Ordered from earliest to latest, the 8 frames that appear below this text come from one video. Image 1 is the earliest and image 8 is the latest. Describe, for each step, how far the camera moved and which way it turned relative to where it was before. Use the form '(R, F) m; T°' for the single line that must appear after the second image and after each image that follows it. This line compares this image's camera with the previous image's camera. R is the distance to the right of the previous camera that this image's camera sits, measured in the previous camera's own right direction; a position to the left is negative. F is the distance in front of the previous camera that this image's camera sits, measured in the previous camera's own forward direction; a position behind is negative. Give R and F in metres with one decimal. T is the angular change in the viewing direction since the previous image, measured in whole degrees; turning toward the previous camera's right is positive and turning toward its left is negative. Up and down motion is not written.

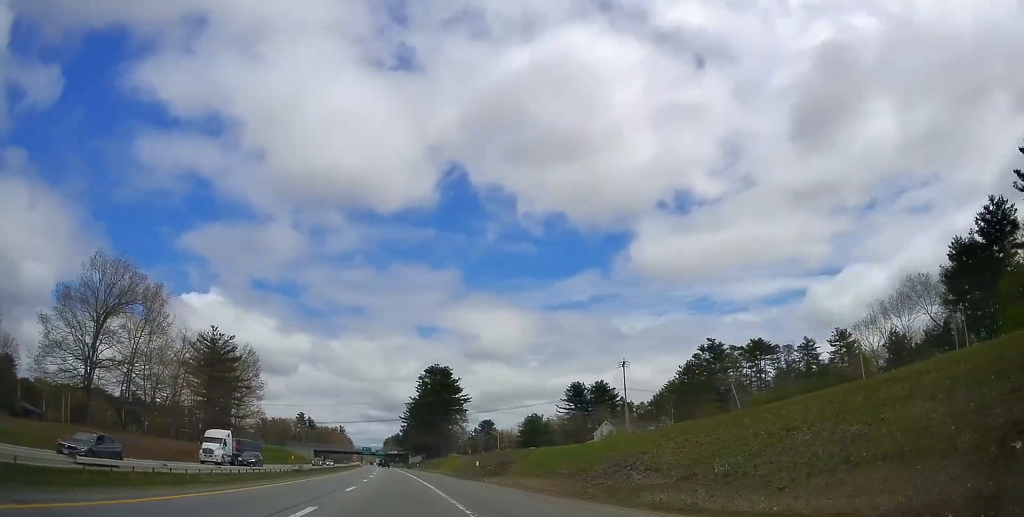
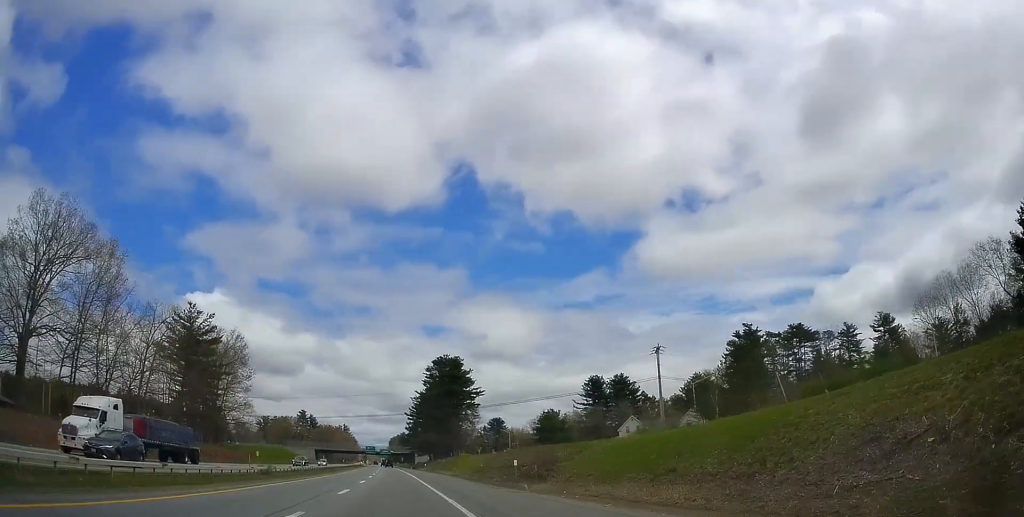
(+0.2, +14.7) m; -1°
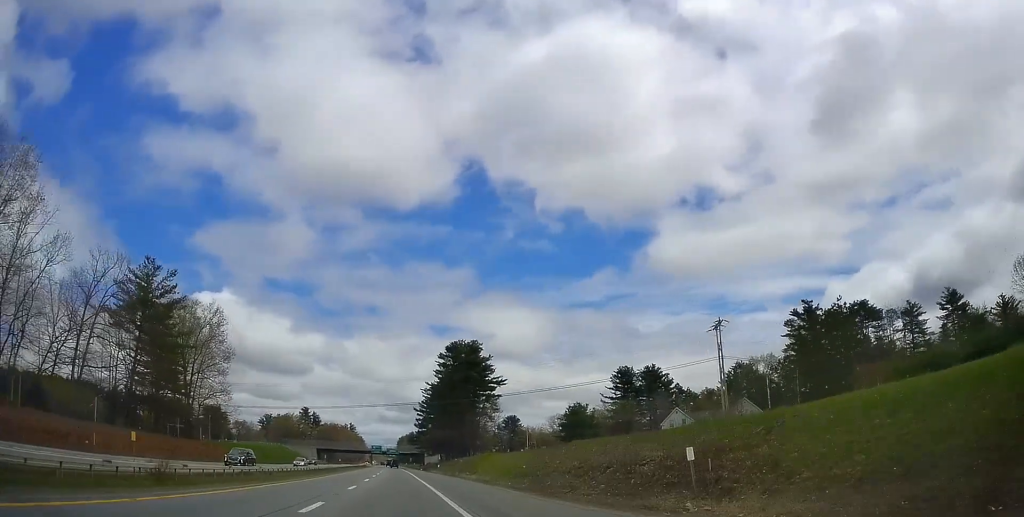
(+0.1, +20.0) m; -1°
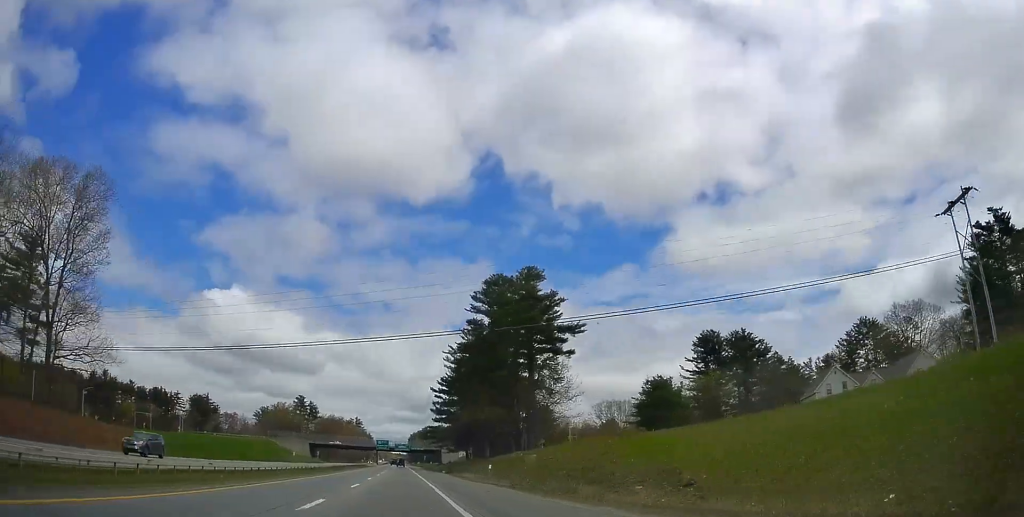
(-1.6, +48.3) m; -3°
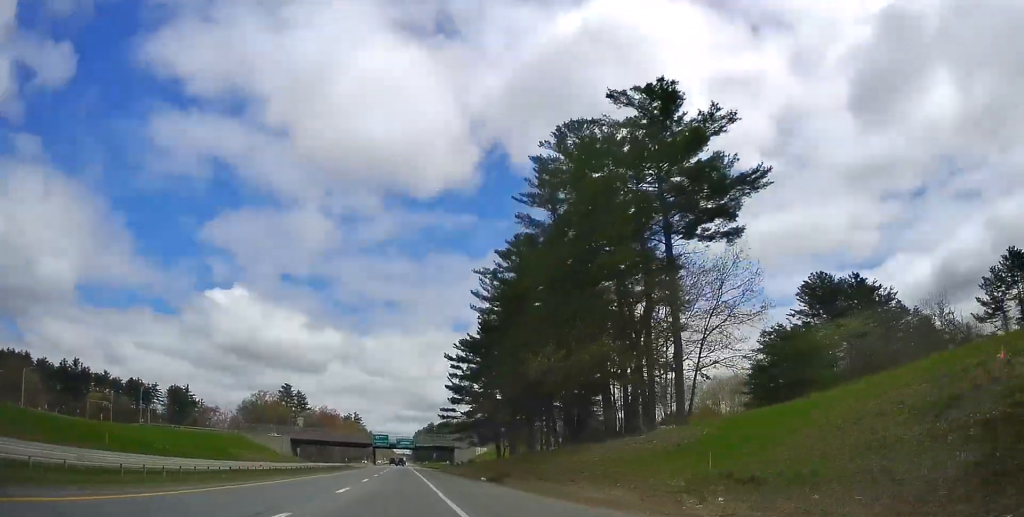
(-0.8, +41.7) m; -1°
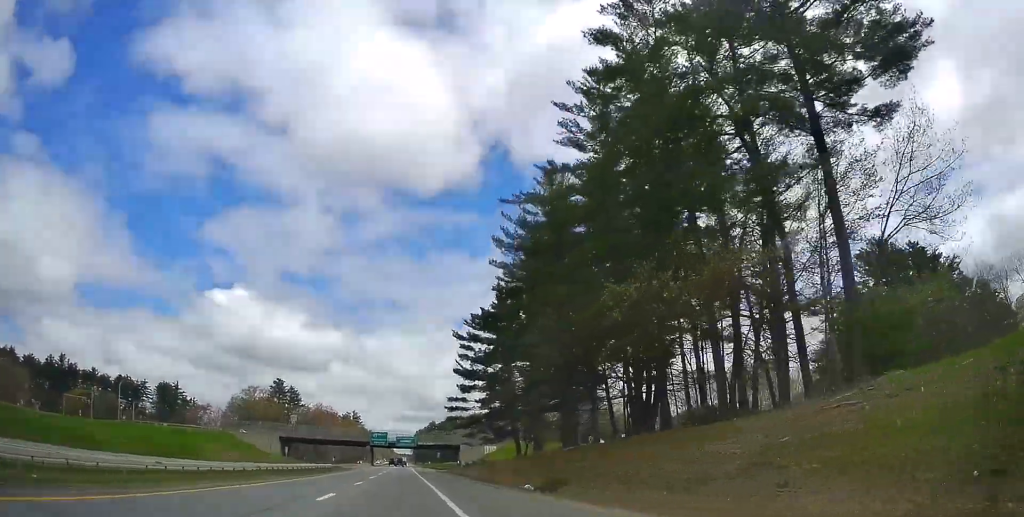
(+0.2, +16.4) m; 0°
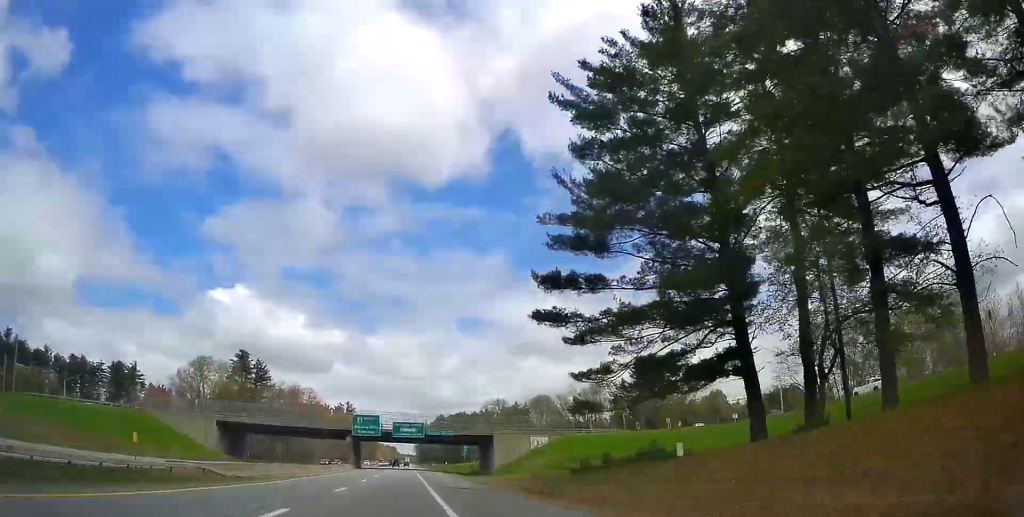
(+0.2, +55.4) m; 0°
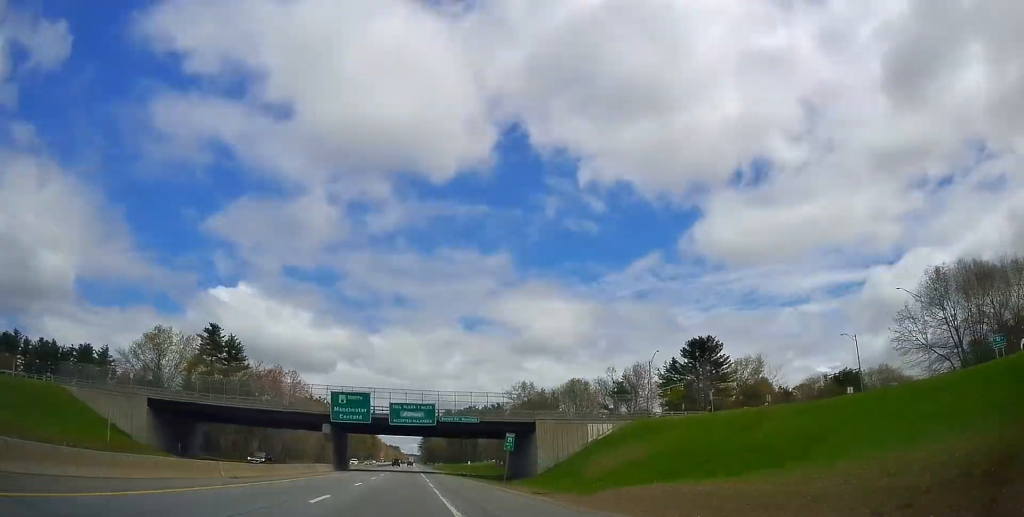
(-0.1, +30.9) m; -1°
